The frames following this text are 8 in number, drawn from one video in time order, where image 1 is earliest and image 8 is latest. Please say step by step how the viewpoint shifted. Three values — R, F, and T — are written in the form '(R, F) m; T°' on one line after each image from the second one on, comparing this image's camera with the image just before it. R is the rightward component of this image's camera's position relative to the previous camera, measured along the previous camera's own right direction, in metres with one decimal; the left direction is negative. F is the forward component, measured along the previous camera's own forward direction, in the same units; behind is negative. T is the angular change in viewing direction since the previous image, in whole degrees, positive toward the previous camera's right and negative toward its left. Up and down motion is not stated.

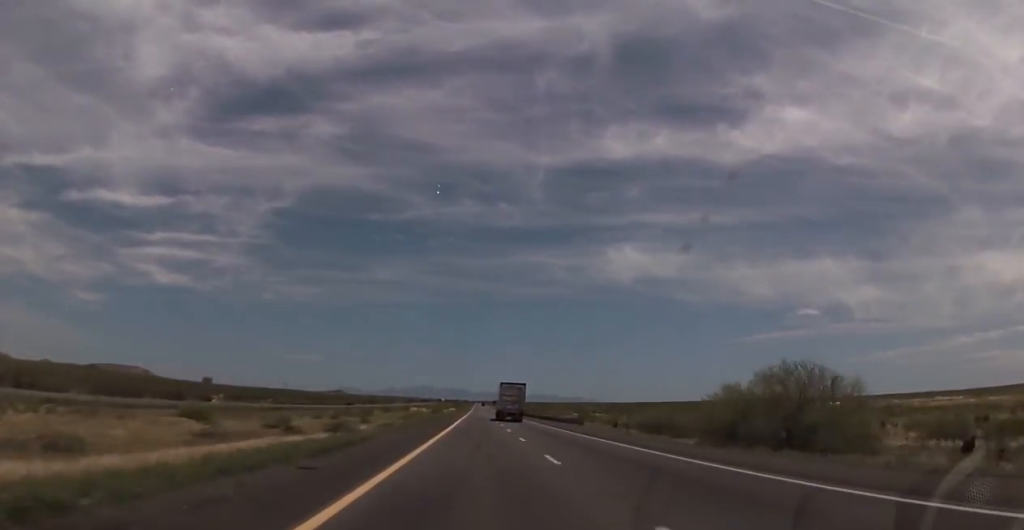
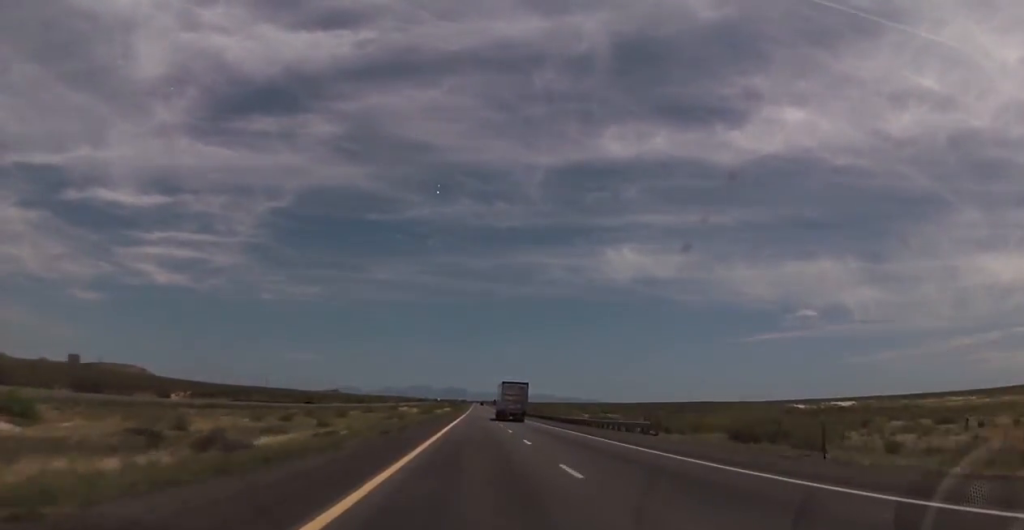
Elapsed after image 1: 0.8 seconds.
(+0.1, +27.6) m; 0°
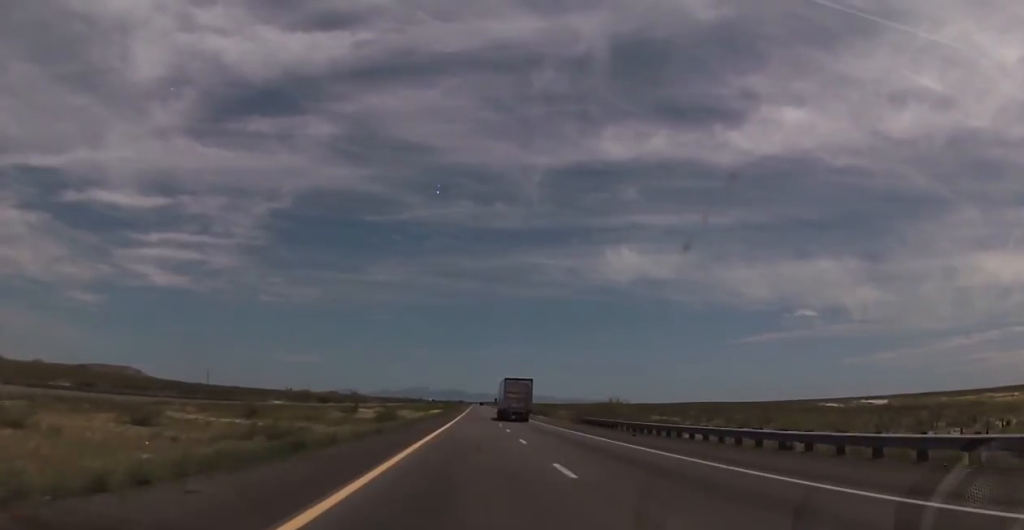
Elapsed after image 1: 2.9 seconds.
(0.0, +73.6) m; -1°
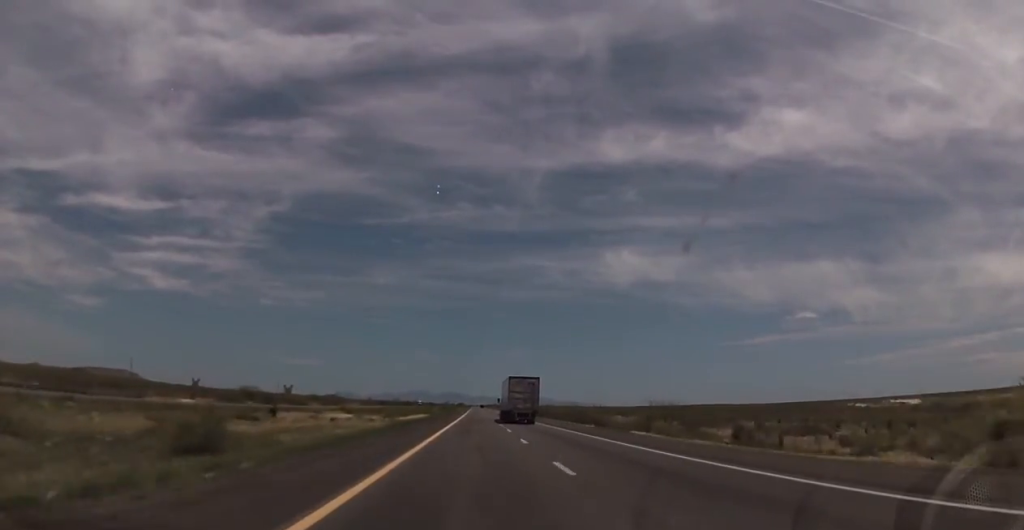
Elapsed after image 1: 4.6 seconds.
(-0.1, +60.2) m; +1°
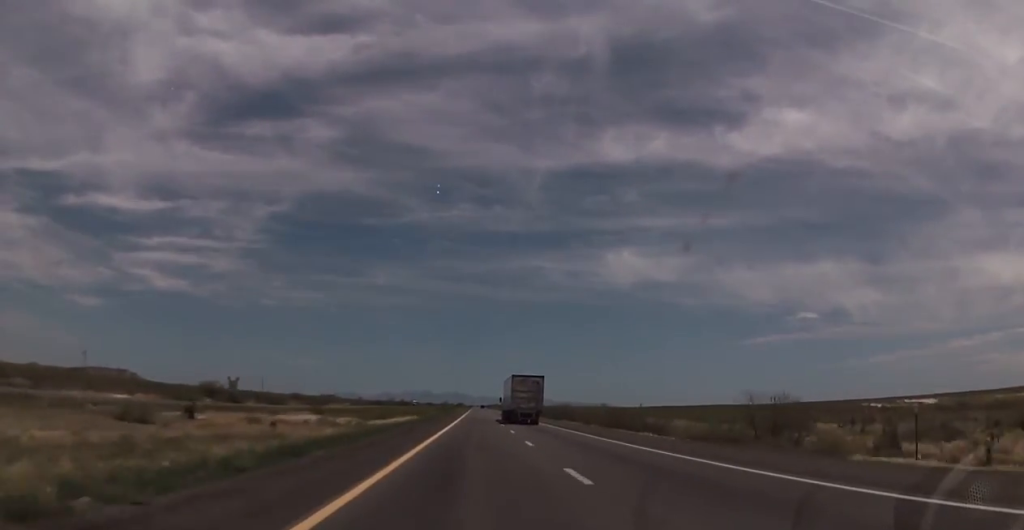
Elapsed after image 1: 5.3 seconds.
(+0.1, +26.1) m; 0°
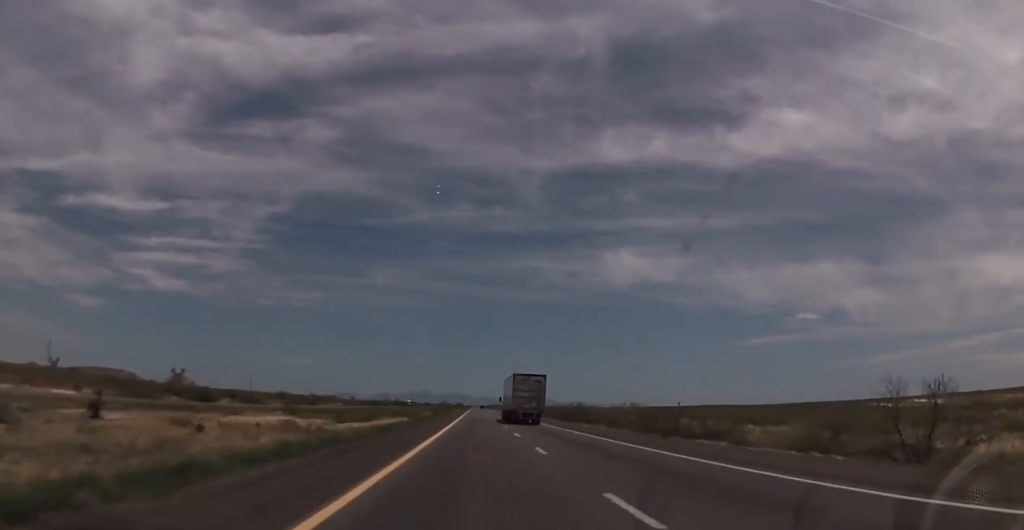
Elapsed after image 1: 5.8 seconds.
(+0.1, +16.7) m; 0°
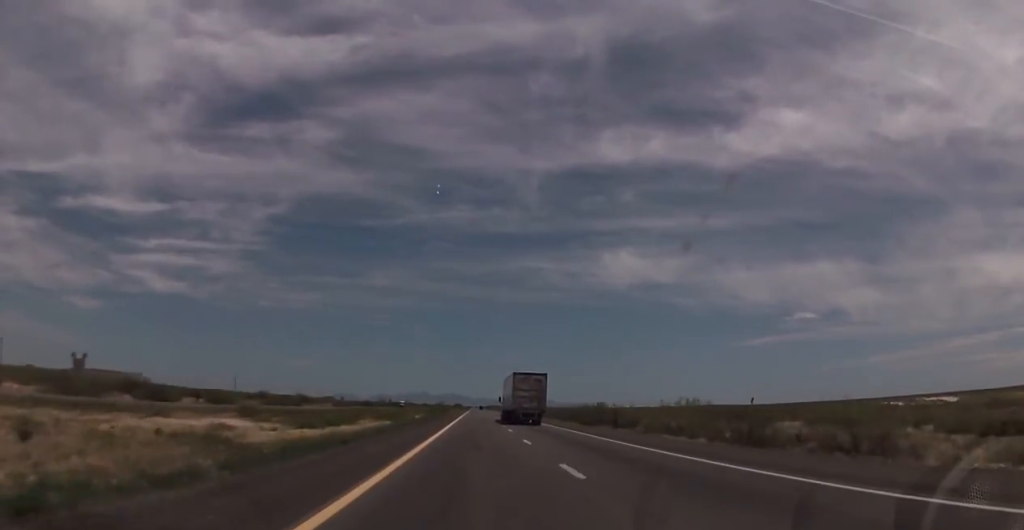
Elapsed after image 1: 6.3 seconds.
(-0.2, +19.1) m; 0°
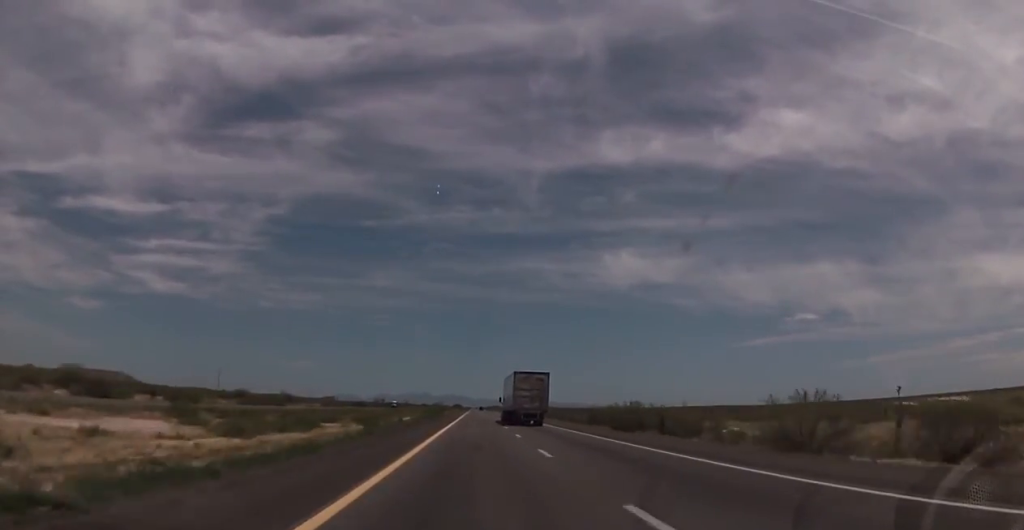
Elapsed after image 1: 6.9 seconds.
(-0.3, +19.1) m; 0°
